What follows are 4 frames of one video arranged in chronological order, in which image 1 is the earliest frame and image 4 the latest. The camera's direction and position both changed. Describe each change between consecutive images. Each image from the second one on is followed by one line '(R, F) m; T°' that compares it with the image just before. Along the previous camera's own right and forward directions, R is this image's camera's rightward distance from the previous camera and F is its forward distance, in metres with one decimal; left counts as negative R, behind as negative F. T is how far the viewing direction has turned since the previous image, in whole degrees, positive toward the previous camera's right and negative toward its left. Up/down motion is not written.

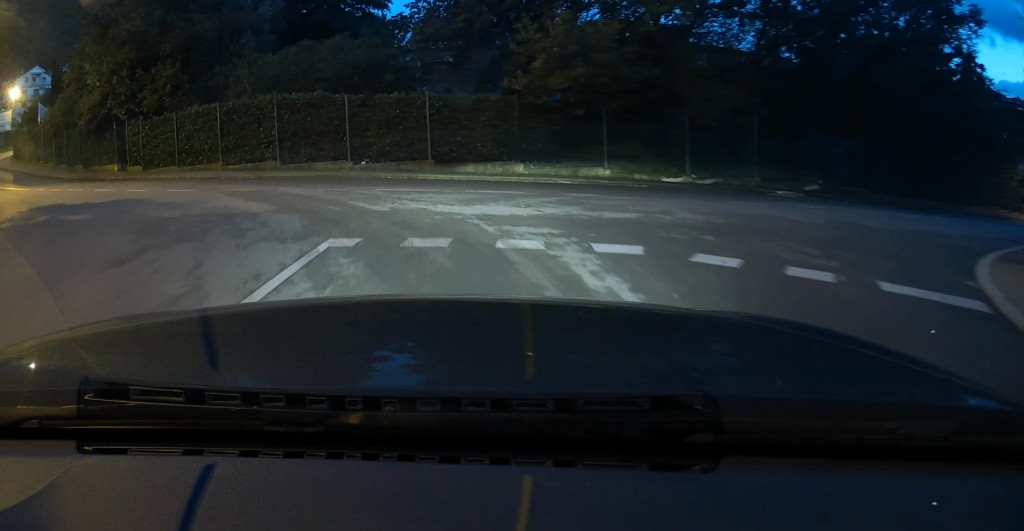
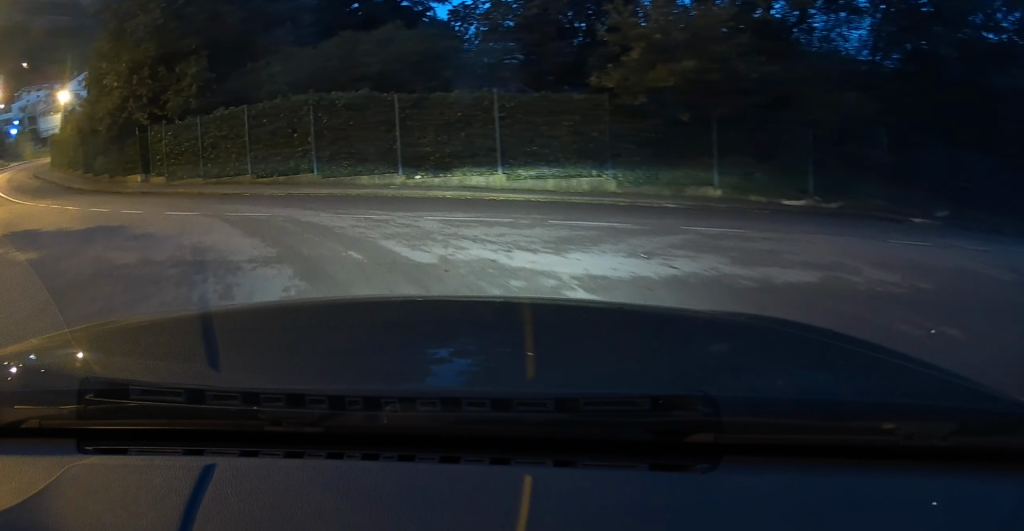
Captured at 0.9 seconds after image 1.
(-0.3, +3.8) m; -8°
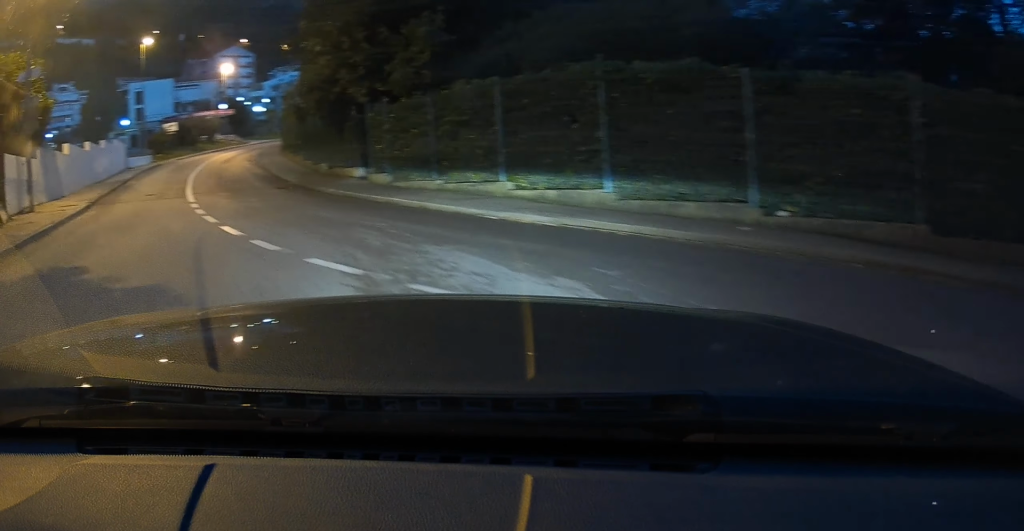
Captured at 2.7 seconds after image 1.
(-1.4, +6.5) m; -31°
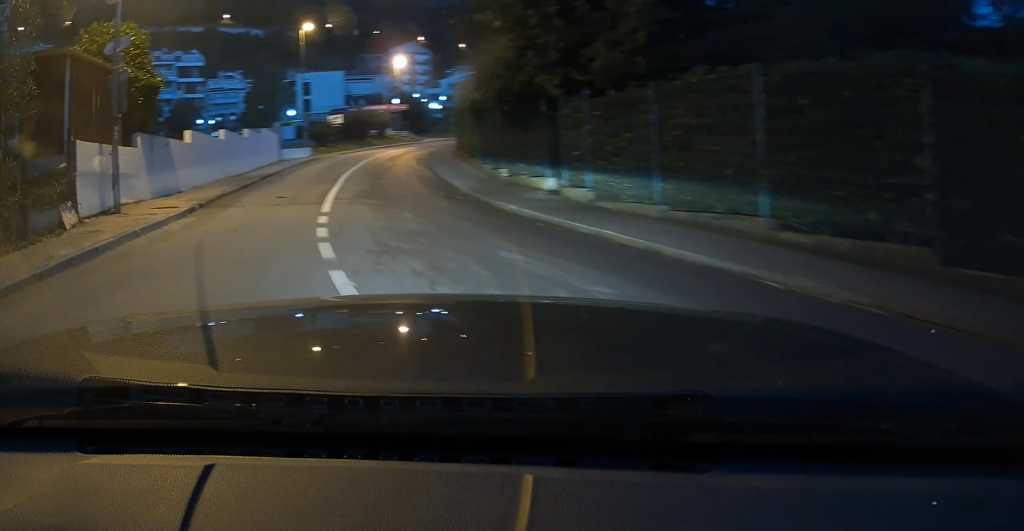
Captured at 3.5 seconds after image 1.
(-0.3, +3.6) m; -11°
